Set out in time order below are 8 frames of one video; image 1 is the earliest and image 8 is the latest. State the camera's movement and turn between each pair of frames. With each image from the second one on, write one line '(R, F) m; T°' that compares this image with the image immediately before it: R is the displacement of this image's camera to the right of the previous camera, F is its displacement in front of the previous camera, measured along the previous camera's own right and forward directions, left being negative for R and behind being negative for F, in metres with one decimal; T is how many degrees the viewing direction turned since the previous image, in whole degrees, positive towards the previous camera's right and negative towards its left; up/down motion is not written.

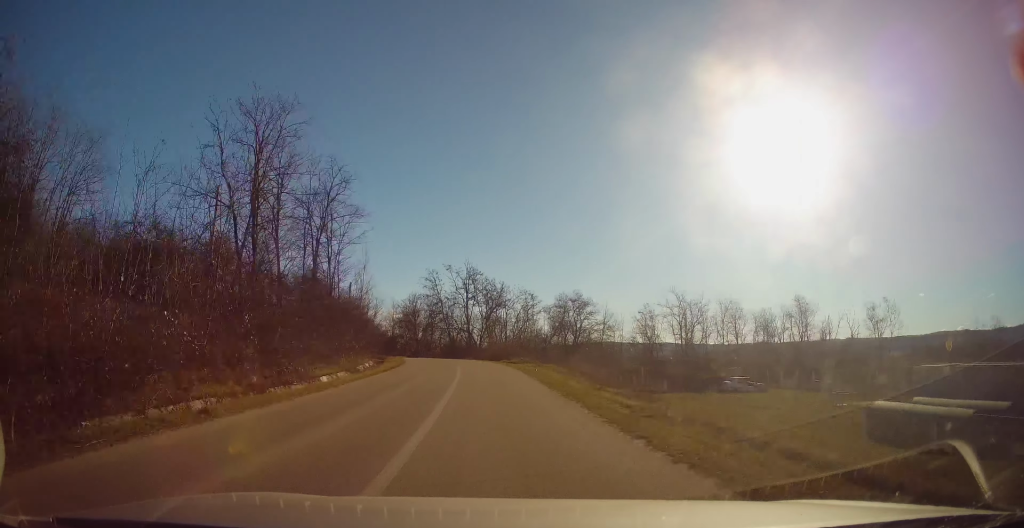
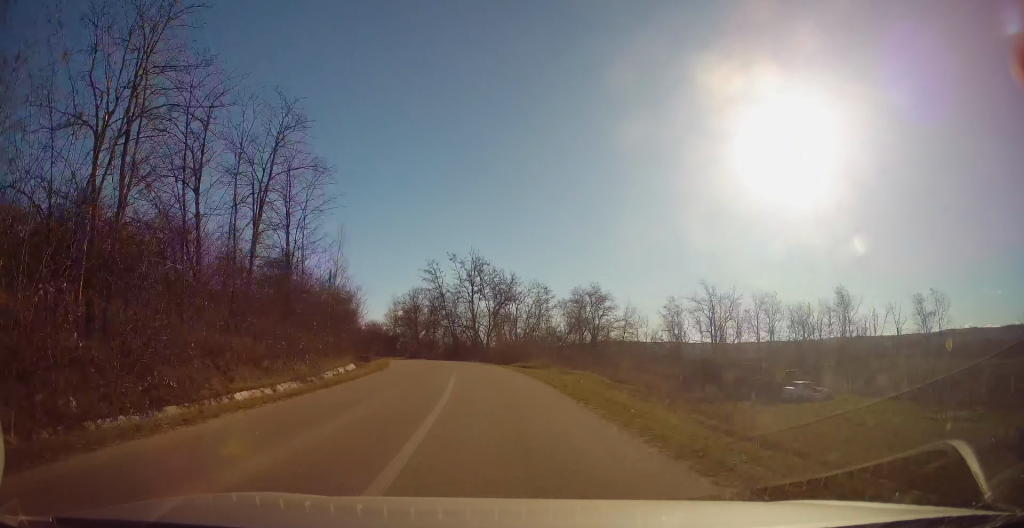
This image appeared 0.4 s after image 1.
(-0.1, +9.0) m; -1°
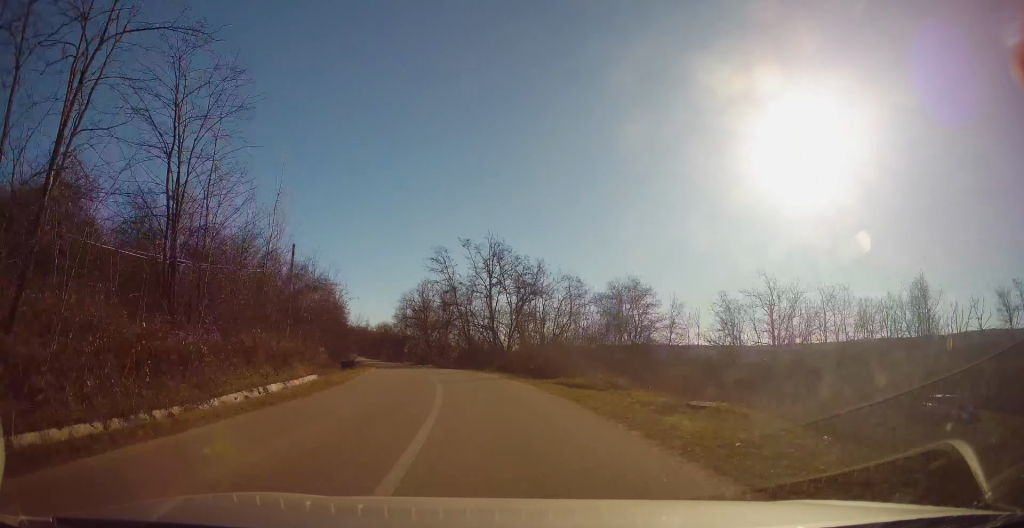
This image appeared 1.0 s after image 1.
(+0.1, +12.4) m; -2°
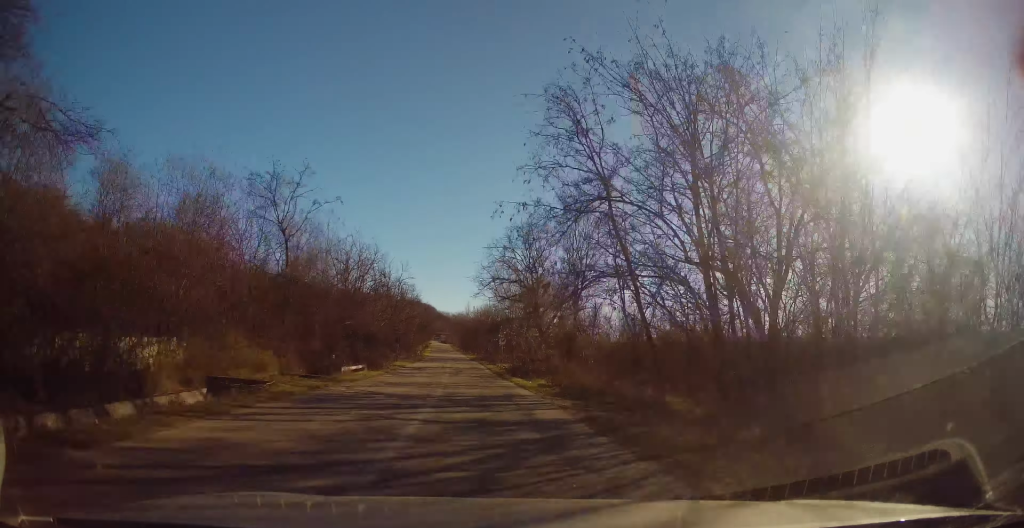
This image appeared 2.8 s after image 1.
(-3.4, +36.2) m; -11°
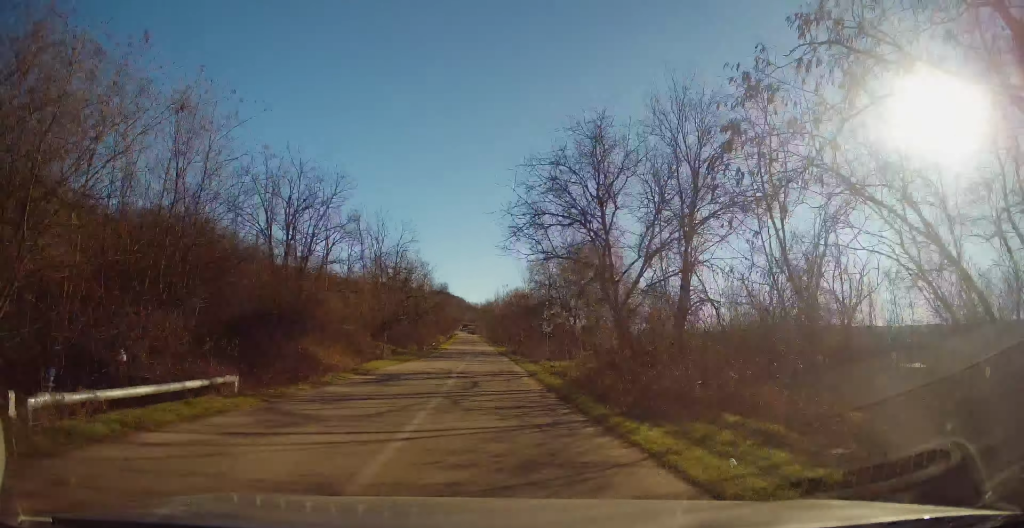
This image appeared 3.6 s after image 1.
(-0.7, +16.7) m; -4°
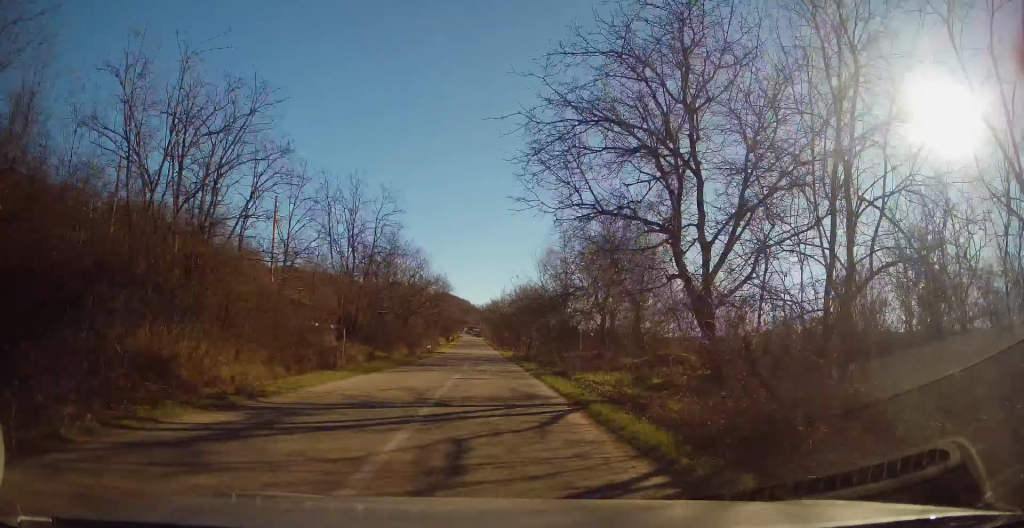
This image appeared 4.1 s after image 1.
(-0.3, +9.8) m; -1°
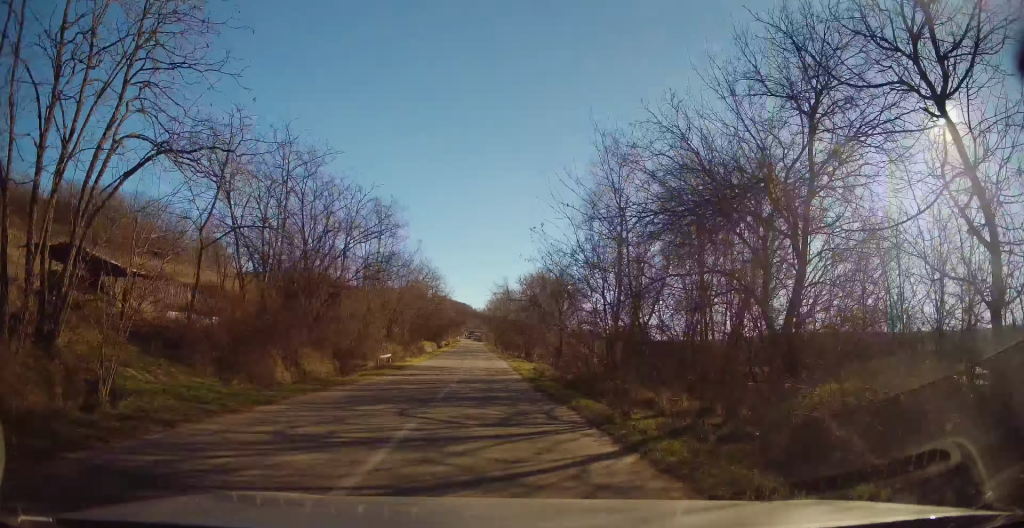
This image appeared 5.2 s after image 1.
(-0.2, +23.2) m; 0°
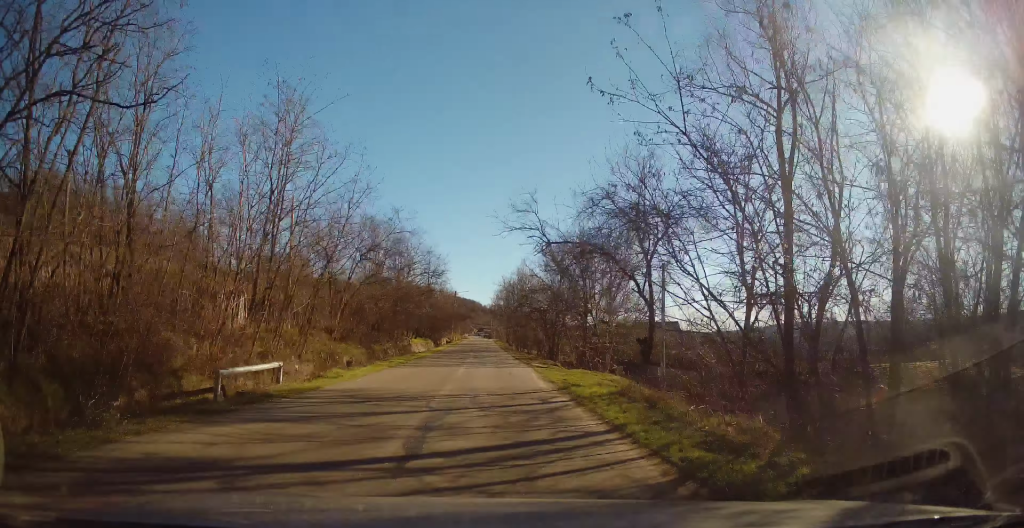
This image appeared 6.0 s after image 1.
(0.0, +18.4) m; -1°
